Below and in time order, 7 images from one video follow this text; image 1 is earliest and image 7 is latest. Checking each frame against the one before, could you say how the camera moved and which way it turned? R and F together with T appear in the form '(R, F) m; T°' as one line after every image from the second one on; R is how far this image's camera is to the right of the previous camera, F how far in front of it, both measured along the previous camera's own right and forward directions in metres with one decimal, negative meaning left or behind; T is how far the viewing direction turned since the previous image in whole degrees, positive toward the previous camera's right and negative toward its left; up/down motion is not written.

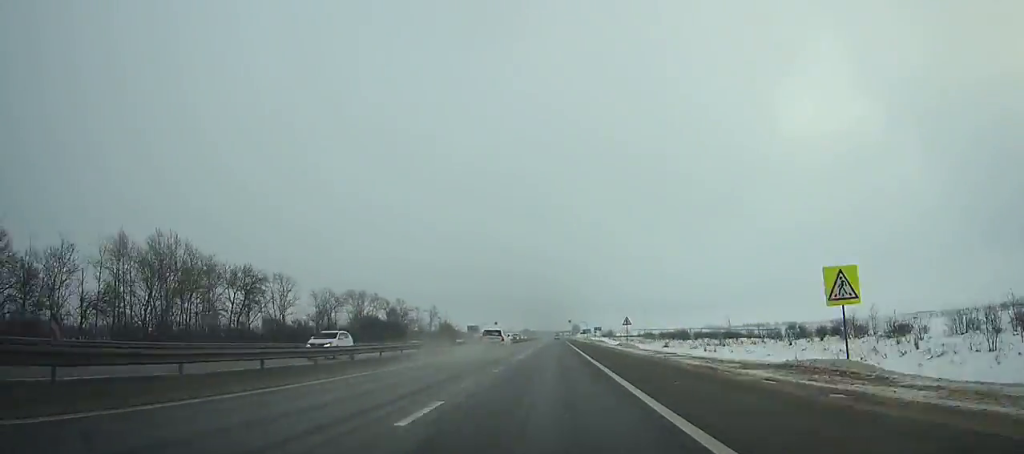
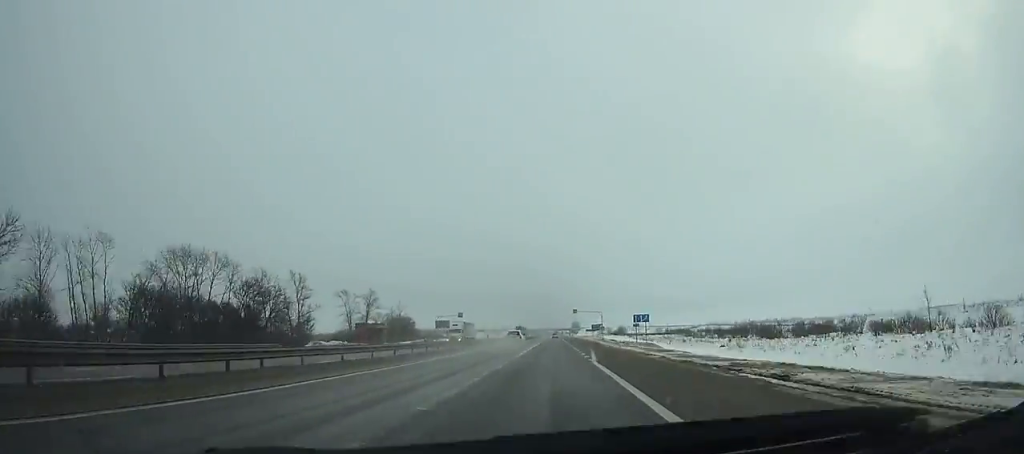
(0.0, +75.6) m; 0°
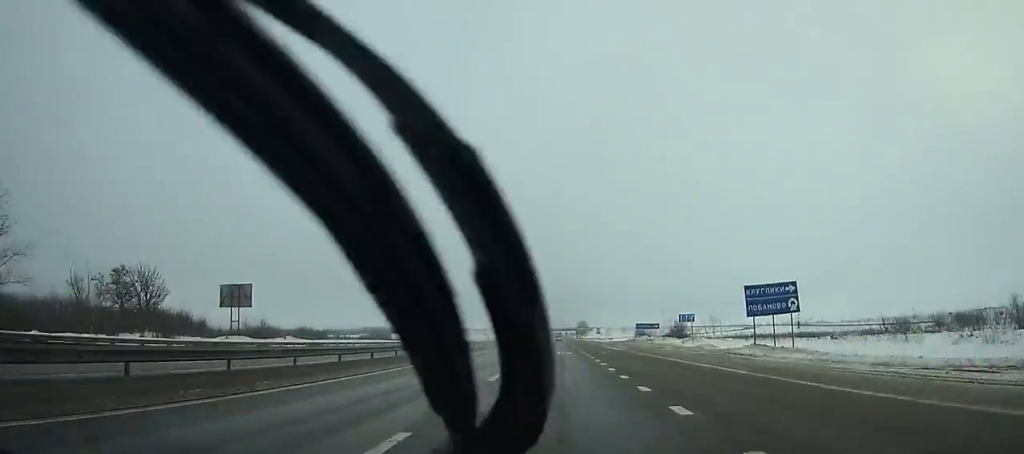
(-0.2, +150.0) m; 0°
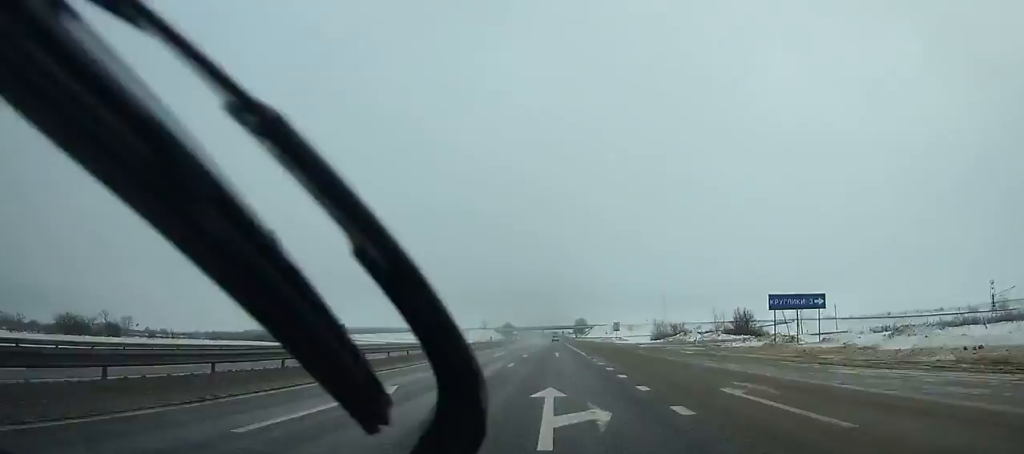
(+0.1, +63.5) m; 0°
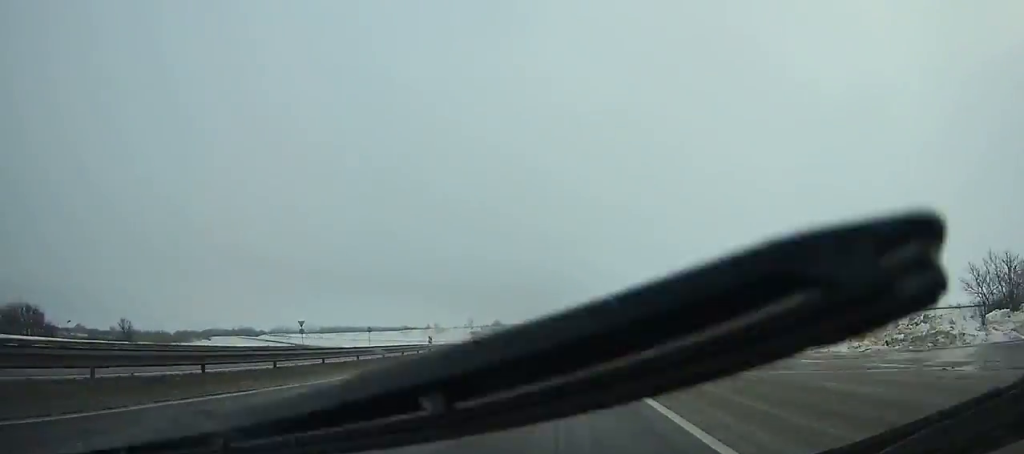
(+0.1, +72.4) m; 0°
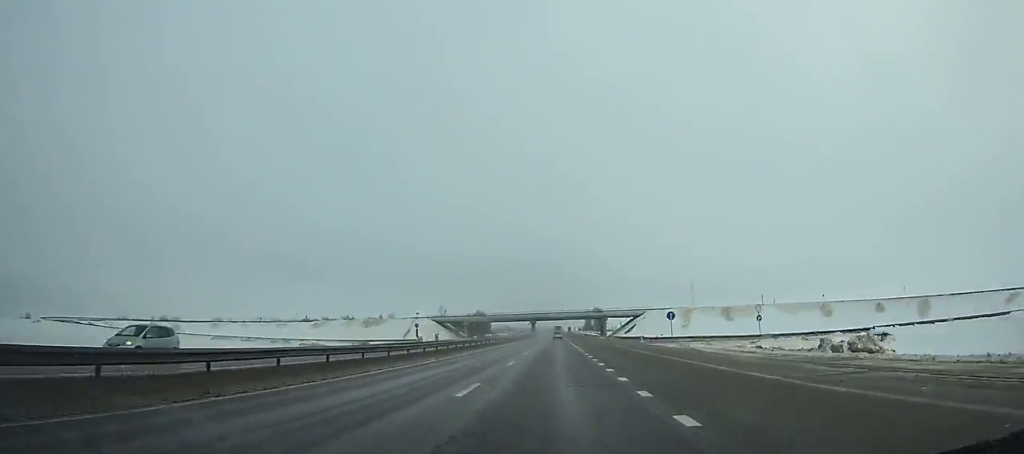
(-0.9, +142.4) m; 0°
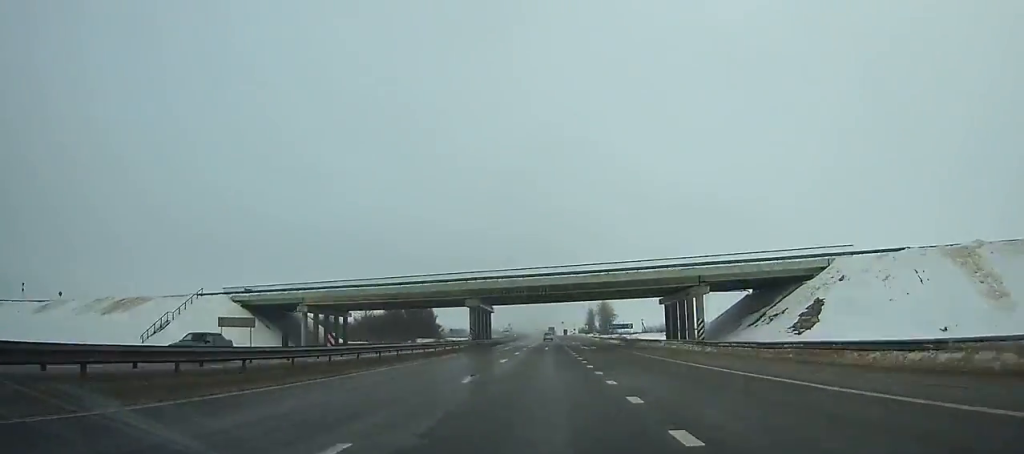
(+0.5, +127.1) m; 0°
